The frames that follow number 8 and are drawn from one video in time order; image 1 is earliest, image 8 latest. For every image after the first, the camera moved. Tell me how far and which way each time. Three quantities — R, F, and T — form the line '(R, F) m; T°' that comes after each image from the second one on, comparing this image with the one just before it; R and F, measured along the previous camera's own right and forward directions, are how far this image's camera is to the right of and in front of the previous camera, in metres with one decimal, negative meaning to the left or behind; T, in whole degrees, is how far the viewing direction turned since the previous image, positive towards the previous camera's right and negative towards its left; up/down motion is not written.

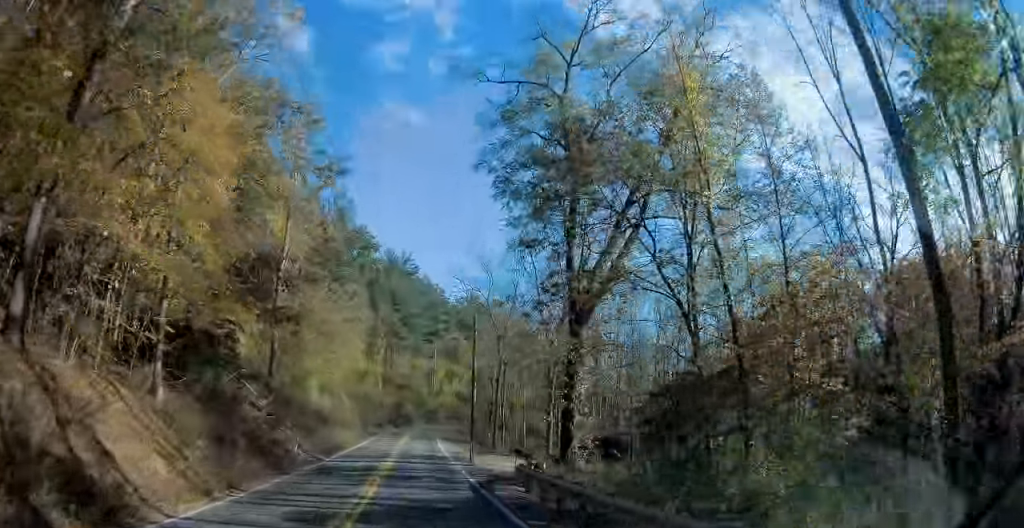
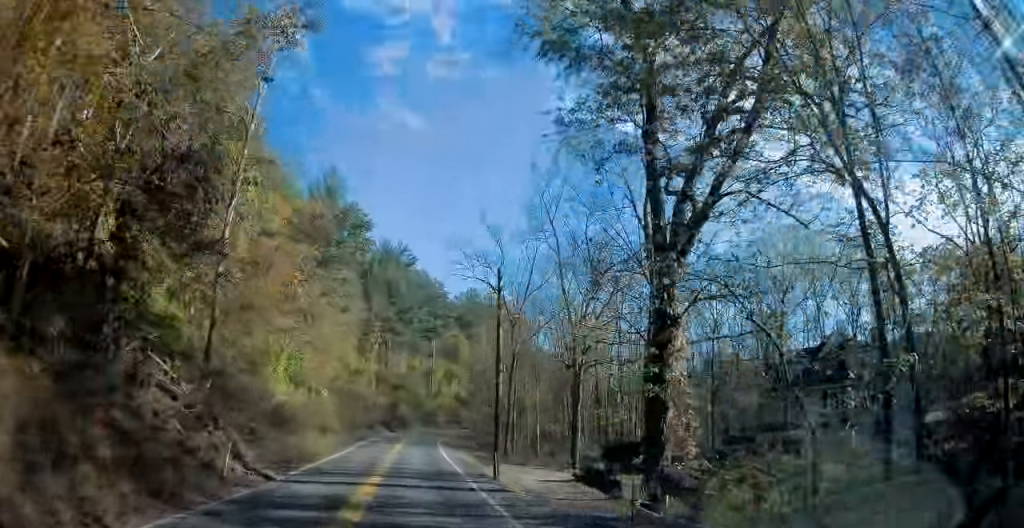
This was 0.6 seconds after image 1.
(-0.1, +9.8) m; +1°
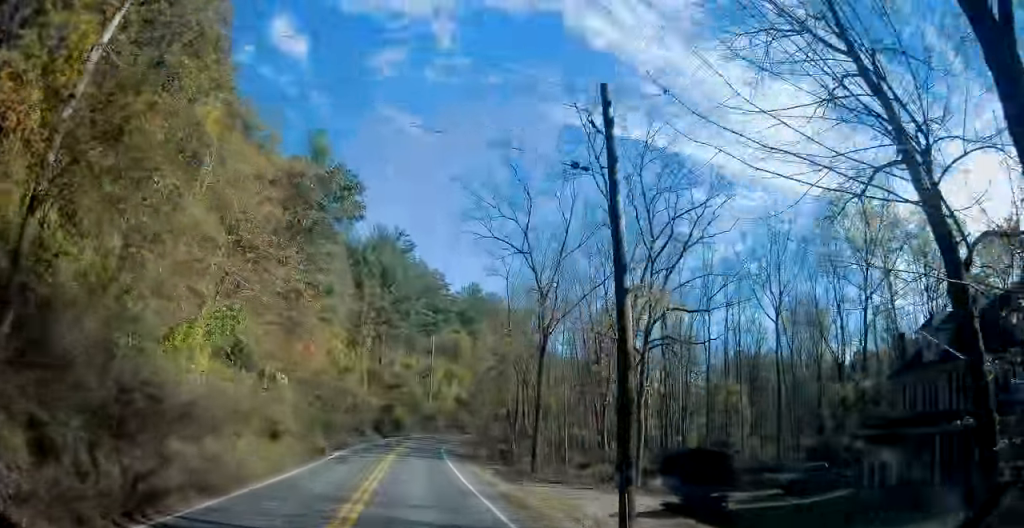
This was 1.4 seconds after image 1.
(+0.2, +12.6) m; +1°
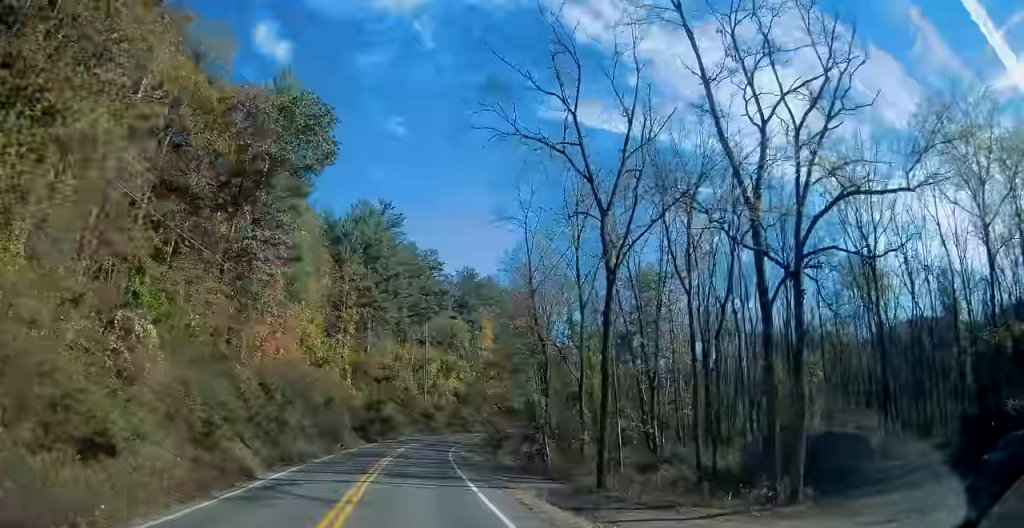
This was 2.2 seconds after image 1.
(+0.1, +14.4) m; +1°
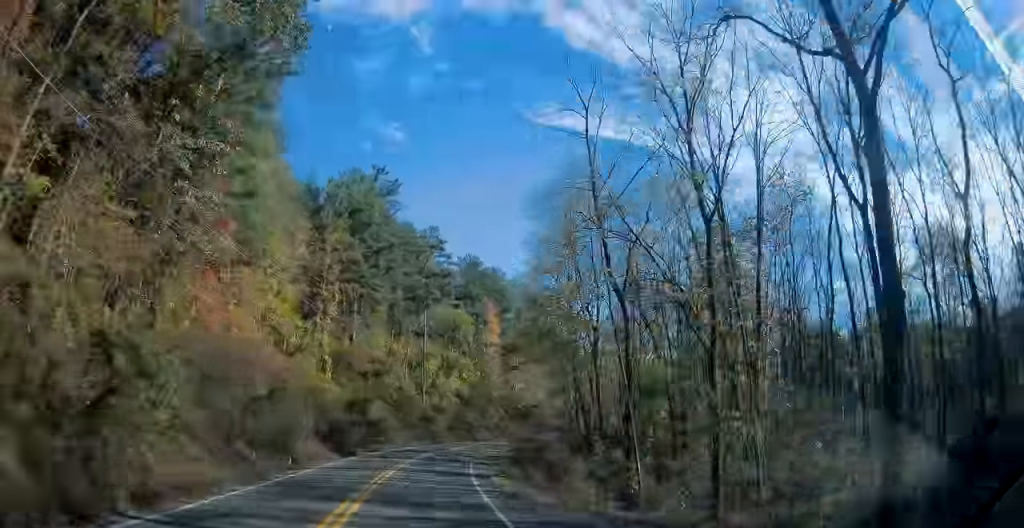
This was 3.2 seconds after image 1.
(+0.1, +16.3) m; +1°
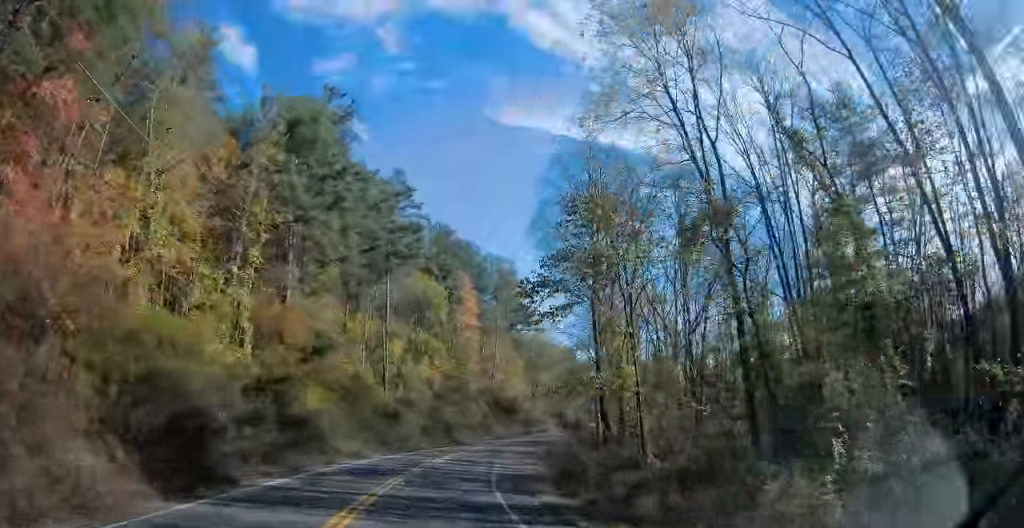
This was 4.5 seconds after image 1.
(+0.2, +21.5) m; +2°
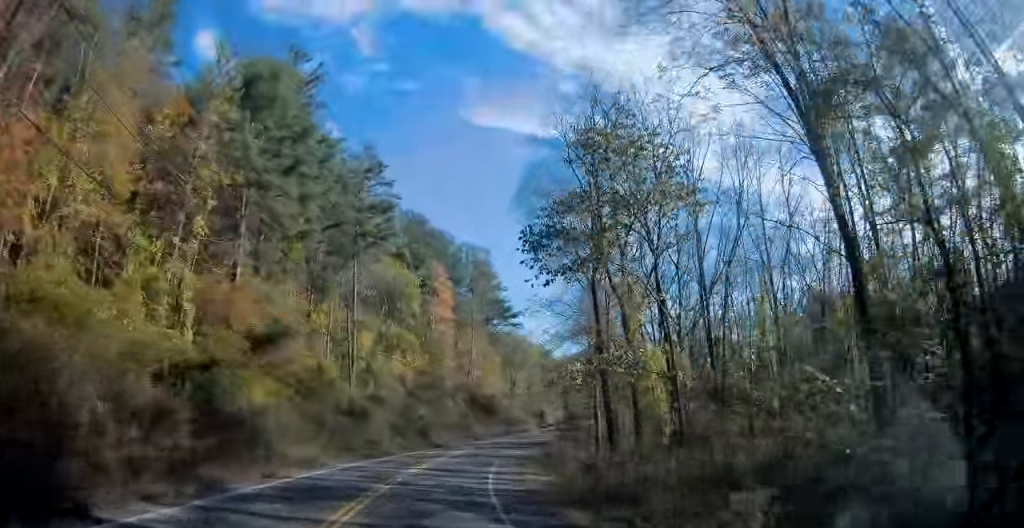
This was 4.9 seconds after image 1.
(0.0, +7.3) m; +1°
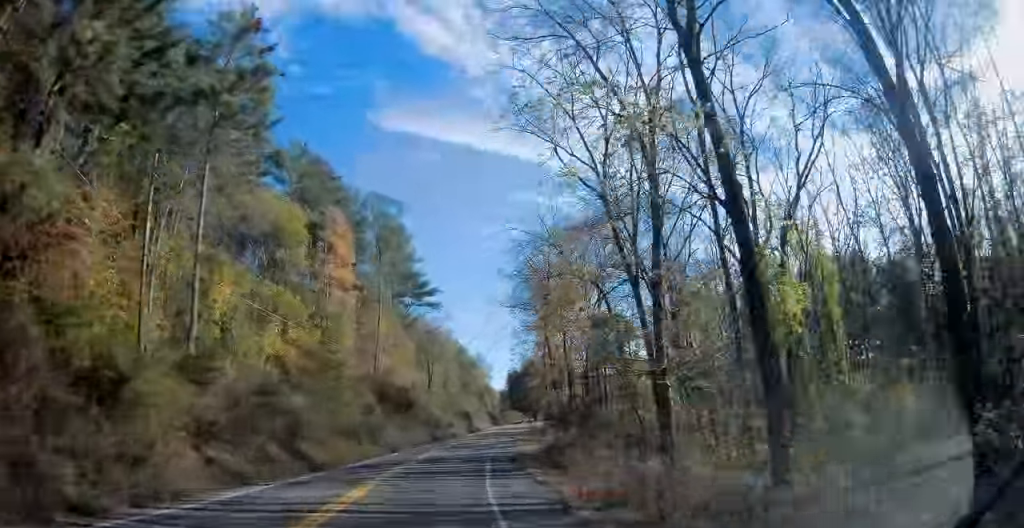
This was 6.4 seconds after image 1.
(+1.5, +25.0) m; +7°
